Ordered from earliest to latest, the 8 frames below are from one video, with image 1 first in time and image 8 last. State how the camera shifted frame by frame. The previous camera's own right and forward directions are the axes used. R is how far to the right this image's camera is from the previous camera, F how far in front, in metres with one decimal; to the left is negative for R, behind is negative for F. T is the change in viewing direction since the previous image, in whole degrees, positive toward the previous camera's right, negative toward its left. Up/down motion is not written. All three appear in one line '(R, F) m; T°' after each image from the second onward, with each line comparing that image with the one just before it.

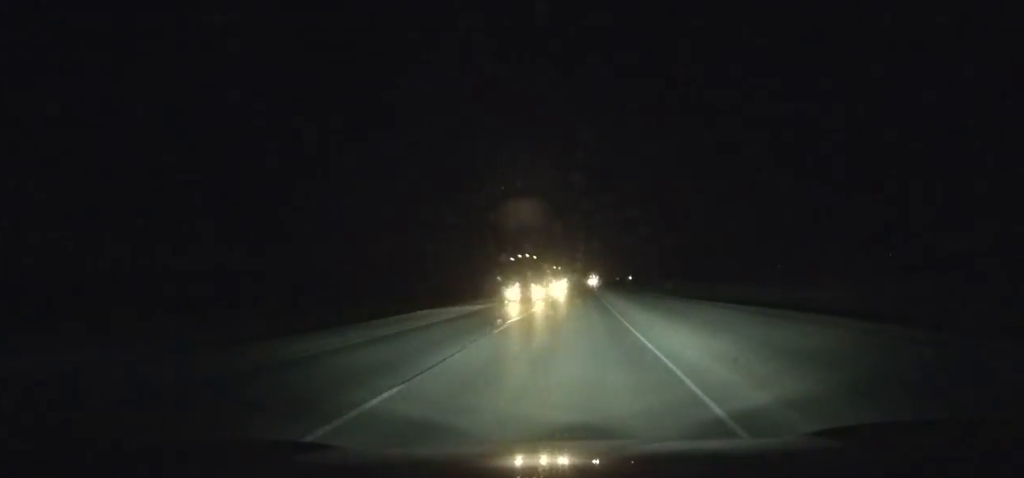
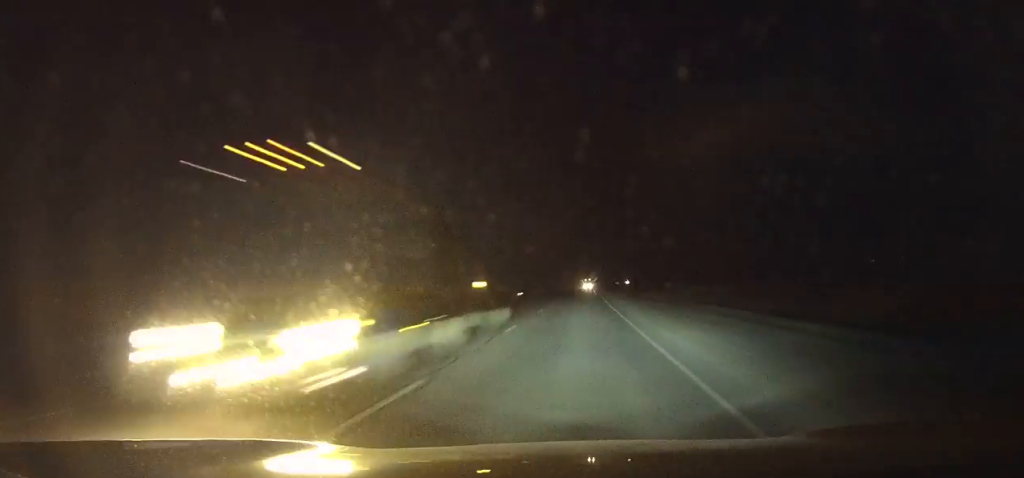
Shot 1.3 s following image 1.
(+0.6, +35.5) m; +1°
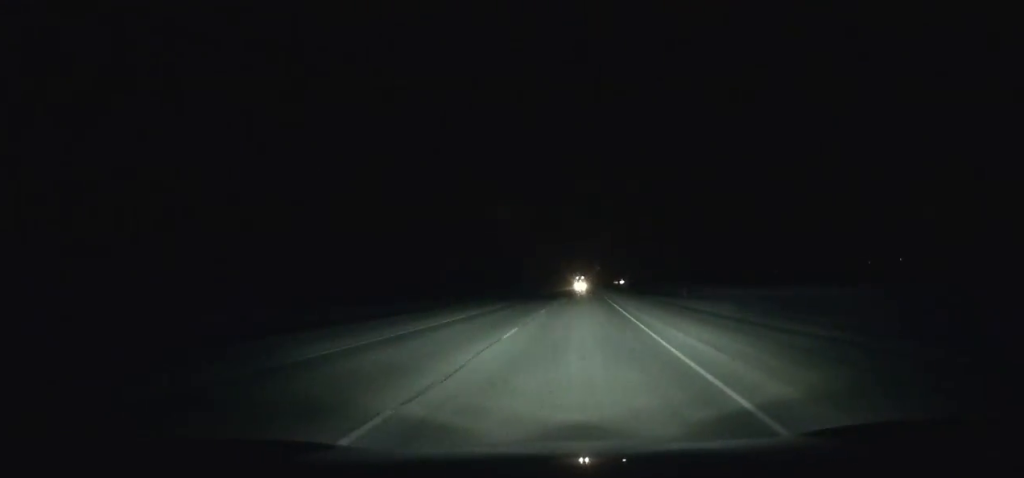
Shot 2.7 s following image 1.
(+0.2, +38.2) m; +1°
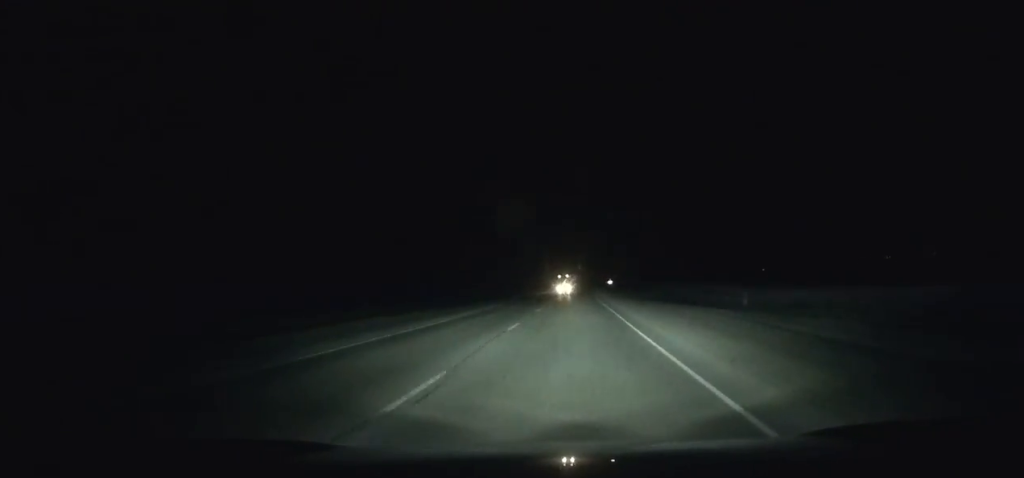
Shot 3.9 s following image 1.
(+0.2, +33.2) m; 0°
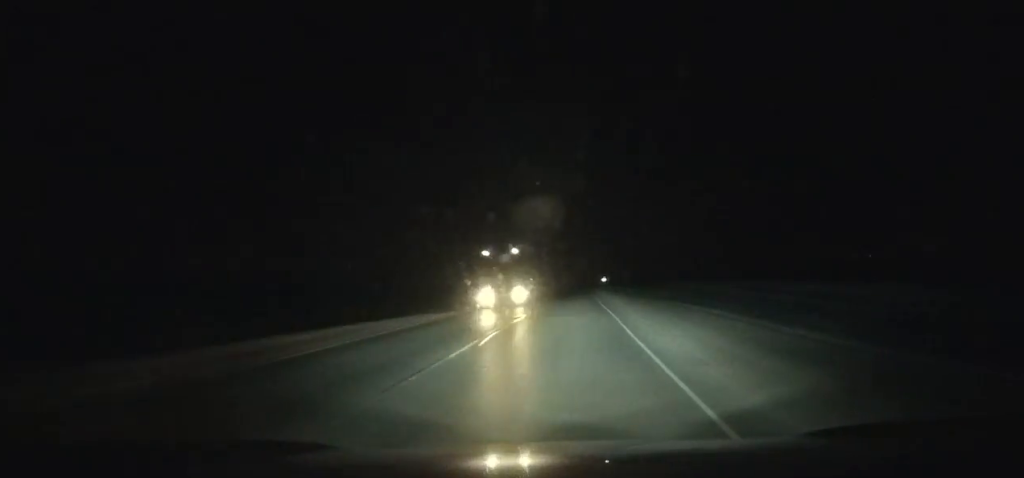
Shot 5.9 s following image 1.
(+0.1, +55.7) m; +1°
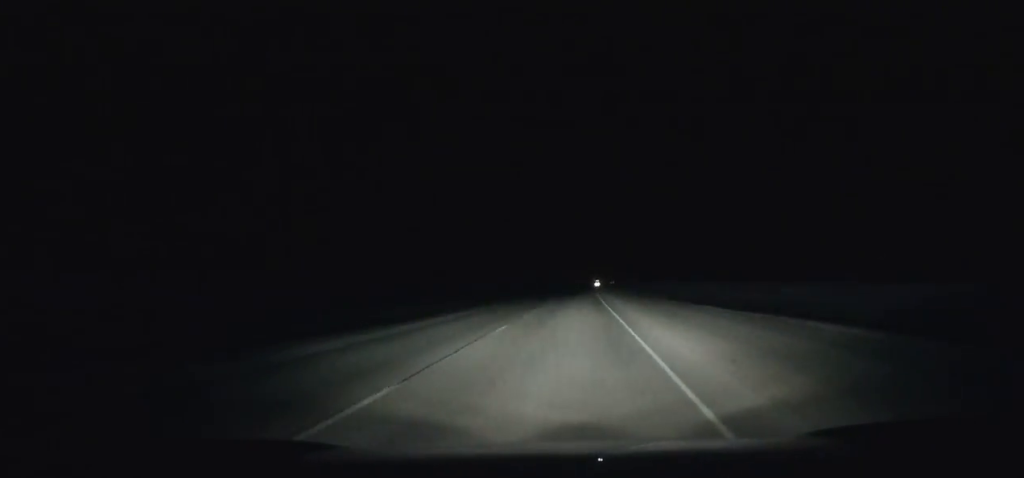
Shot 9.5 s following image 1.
(+0.8, +102.6) m; +1°
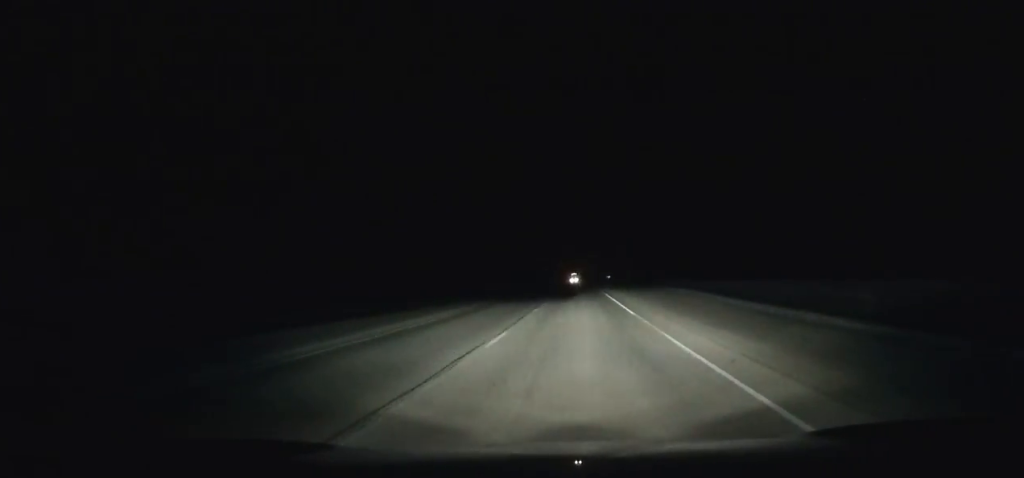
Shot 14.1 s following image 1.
(+1.1, +134.3) m; +1°
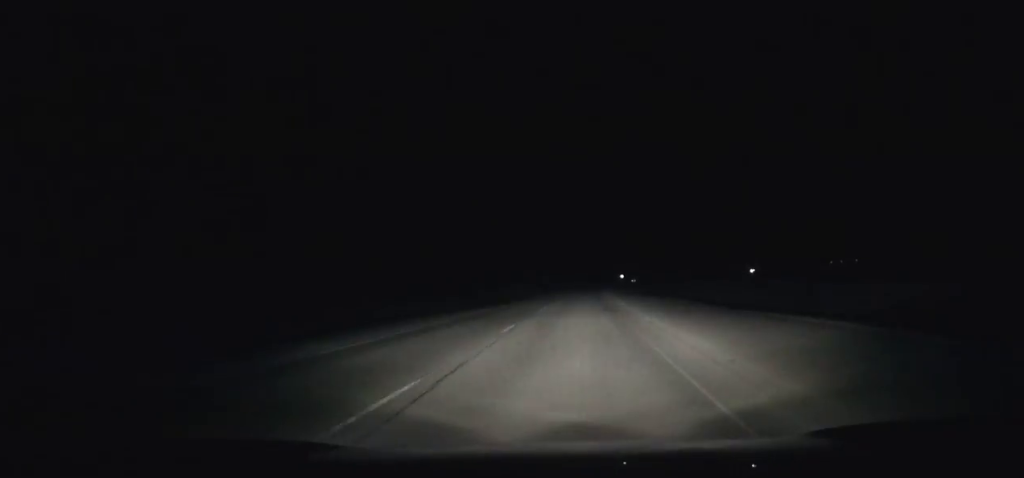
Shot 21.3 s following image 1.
(+1.0, +212.5) m; +1°
